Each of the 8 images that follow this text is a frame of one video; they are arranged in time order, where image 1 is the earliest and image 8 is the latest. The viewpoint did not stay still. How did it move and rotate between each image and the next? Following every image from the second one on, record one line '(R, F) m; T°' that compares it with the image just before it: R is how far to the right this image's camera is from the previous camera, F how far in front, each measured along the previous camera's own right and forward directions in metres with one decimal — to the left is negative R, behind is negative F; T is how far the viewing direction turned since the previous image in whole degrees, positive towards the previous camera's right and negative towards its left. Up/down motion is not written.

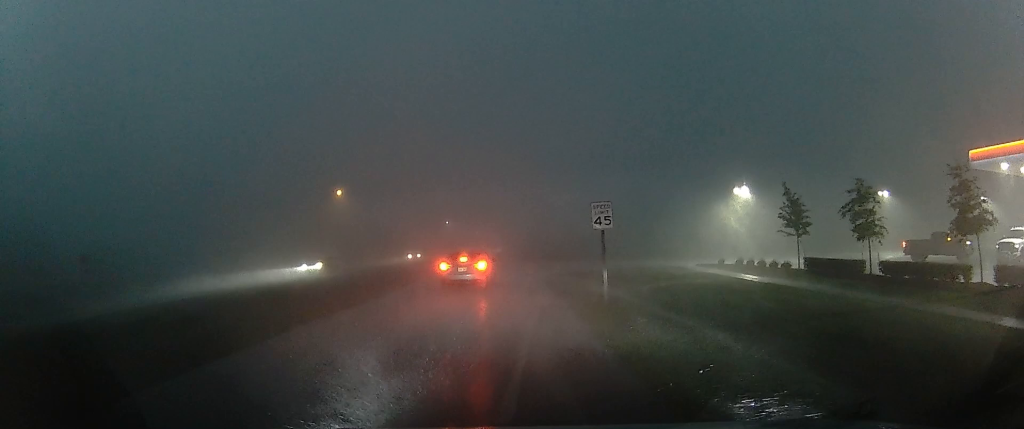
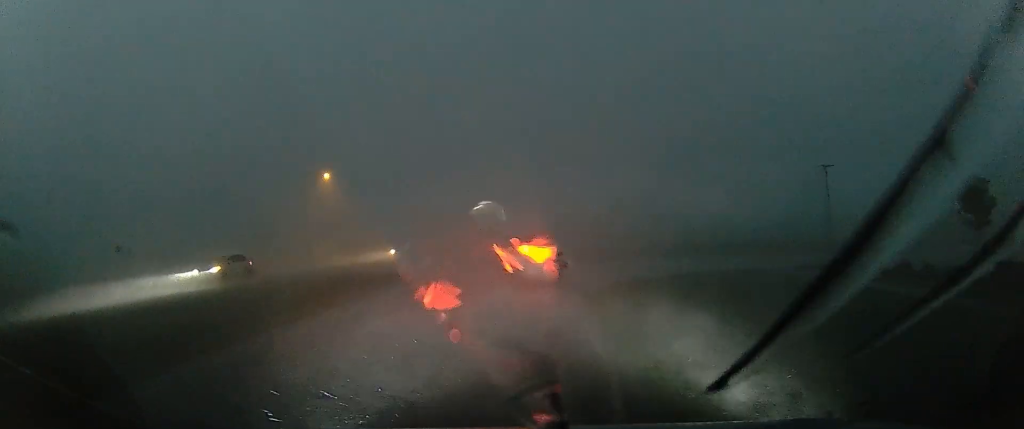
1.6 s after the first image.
(-0.2, +14.6) m; -3°
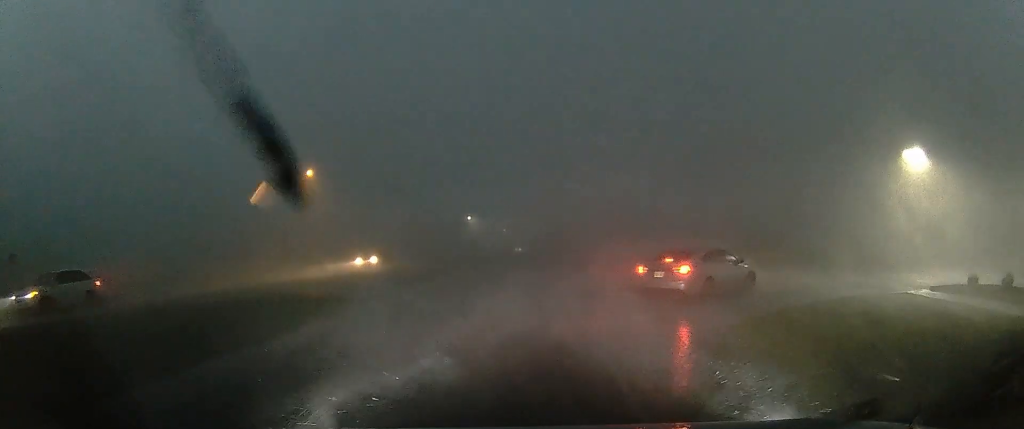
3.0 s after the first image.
(-0.3, +10.6) m; -1°
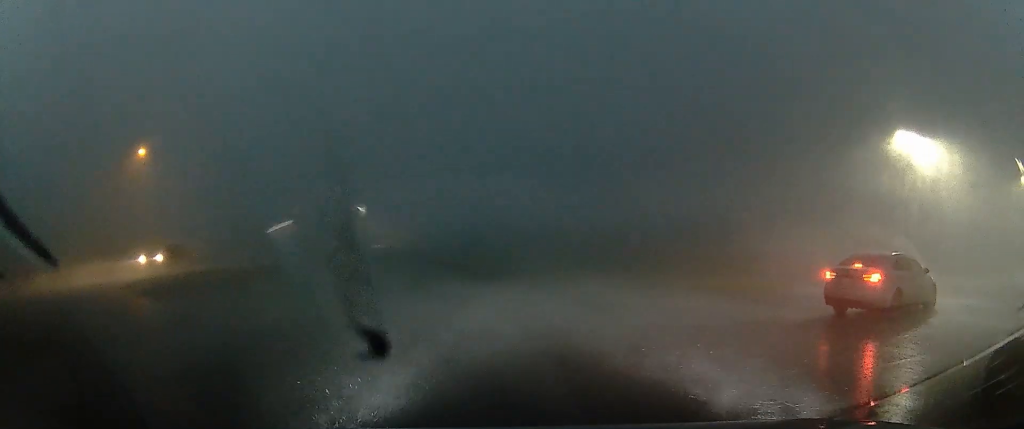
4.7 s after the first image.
(+0.7, +10.9) m; +16°
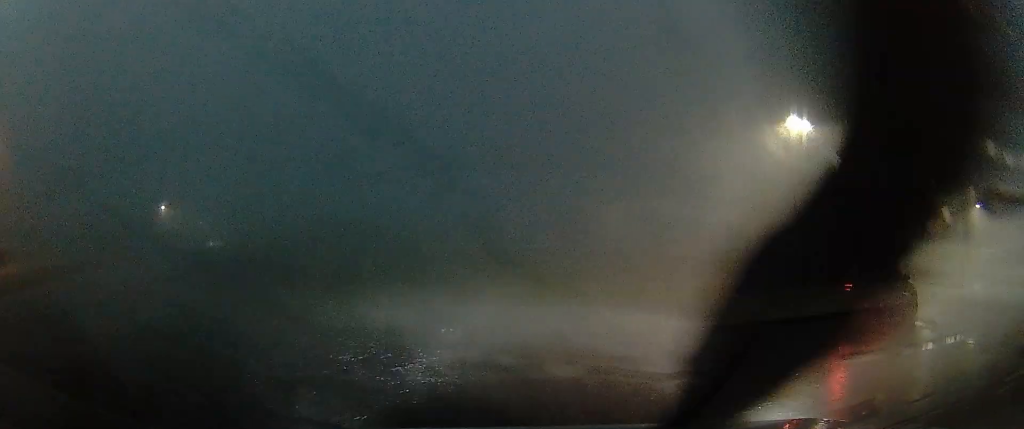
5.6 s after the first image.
(+0.8, +4.1) m; +18°
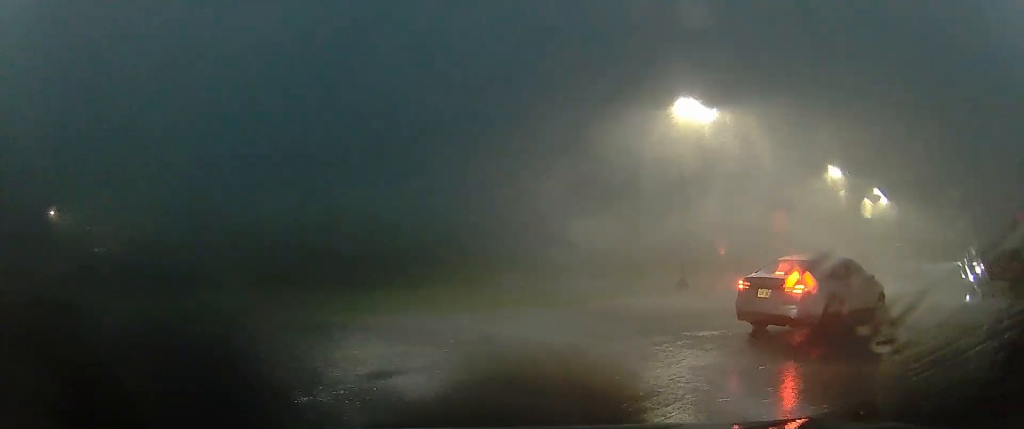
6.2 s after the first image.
(+0.3, +2.6) m; +9°
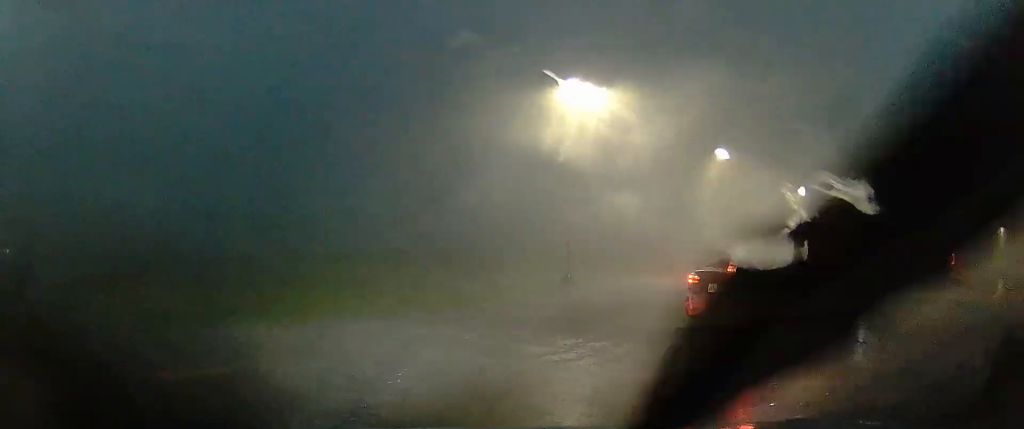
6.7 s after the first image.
(+0.3, +2.3) m; +5°
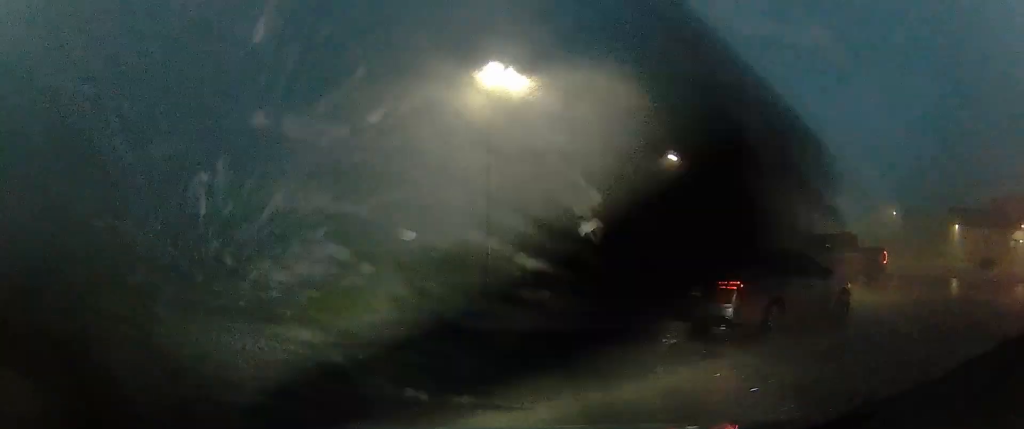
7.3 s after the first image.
(0.0, +1.8) m; +8°
